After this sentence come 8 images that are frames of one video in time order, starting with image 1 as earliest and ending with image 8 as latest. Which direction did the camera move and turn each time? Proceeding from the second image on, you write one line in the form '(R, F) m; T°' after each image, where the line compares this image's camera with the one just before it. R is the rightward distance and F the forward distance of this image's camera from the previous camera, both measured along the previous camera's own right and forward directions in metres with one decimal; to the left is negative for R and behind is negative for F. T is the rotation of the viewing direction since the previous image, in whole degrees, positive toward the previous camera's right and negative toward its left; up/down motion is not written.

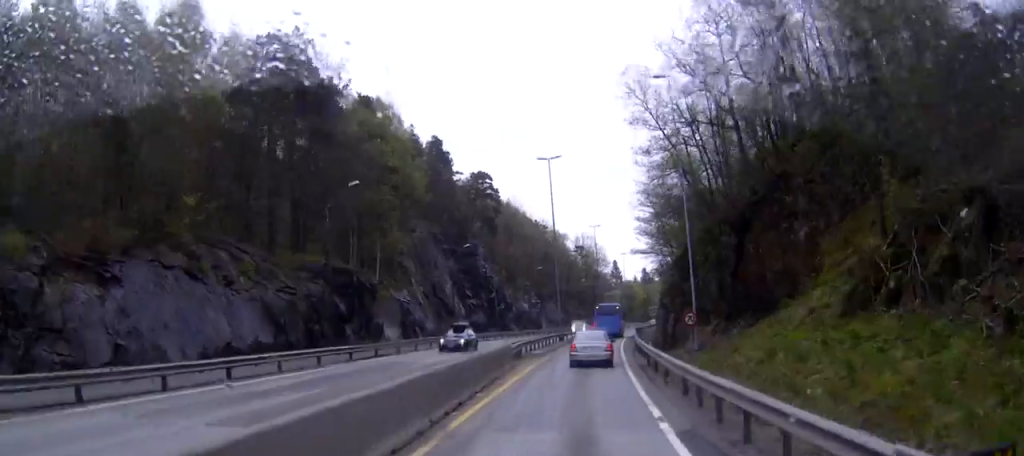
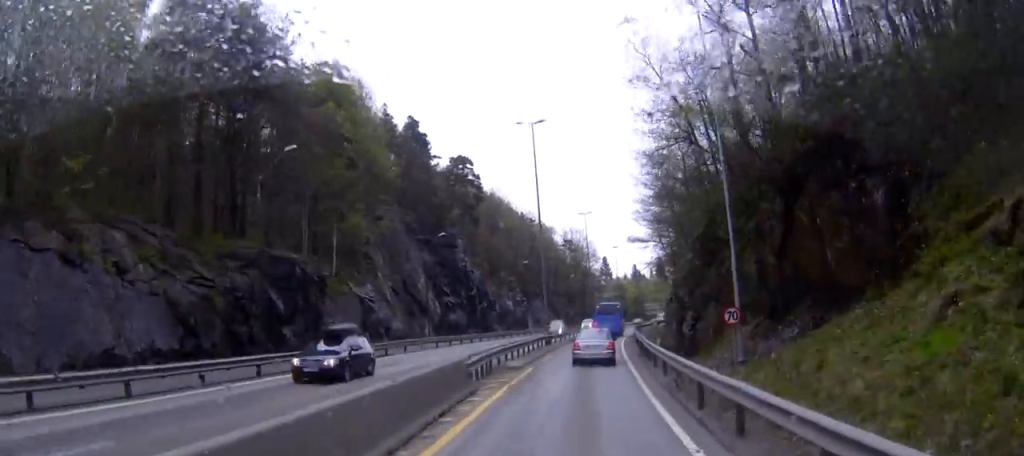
(+0.2, +9.8) m; 0°
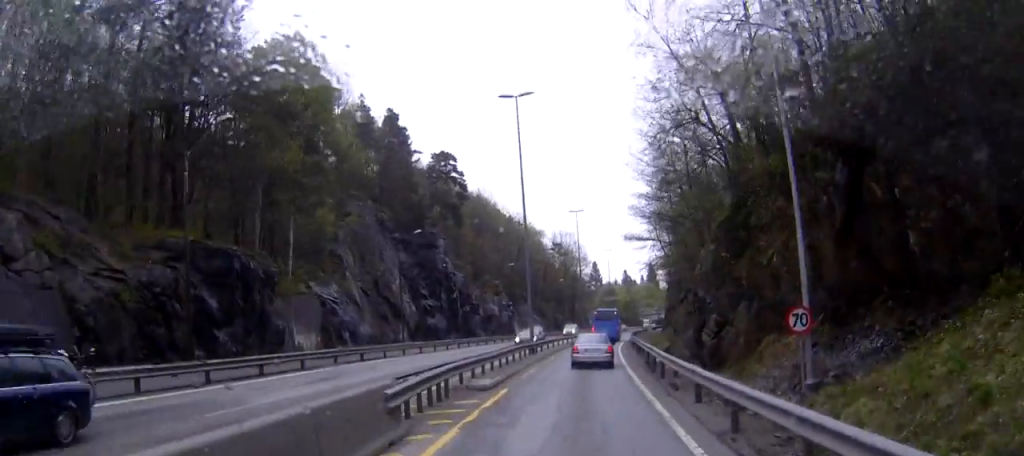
(-0.3, +7.4) m; 0°
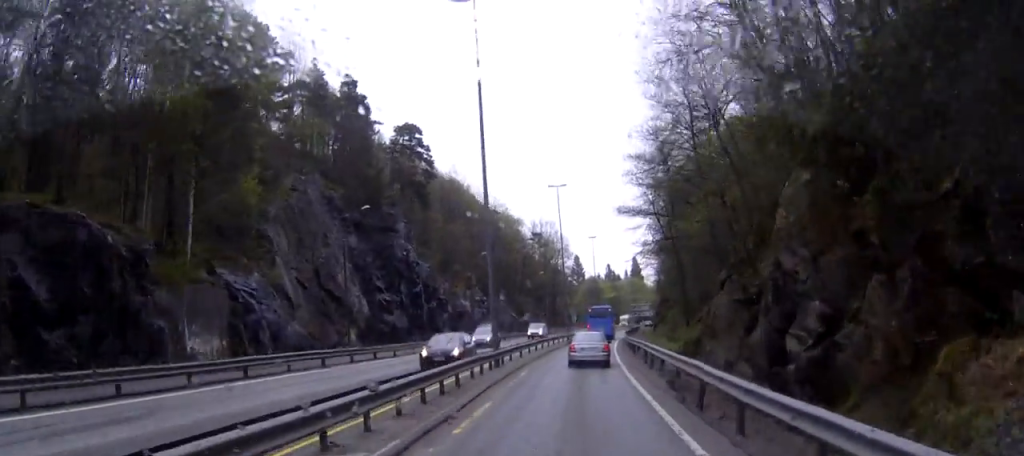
(-0.2, +12.4) m; 0°
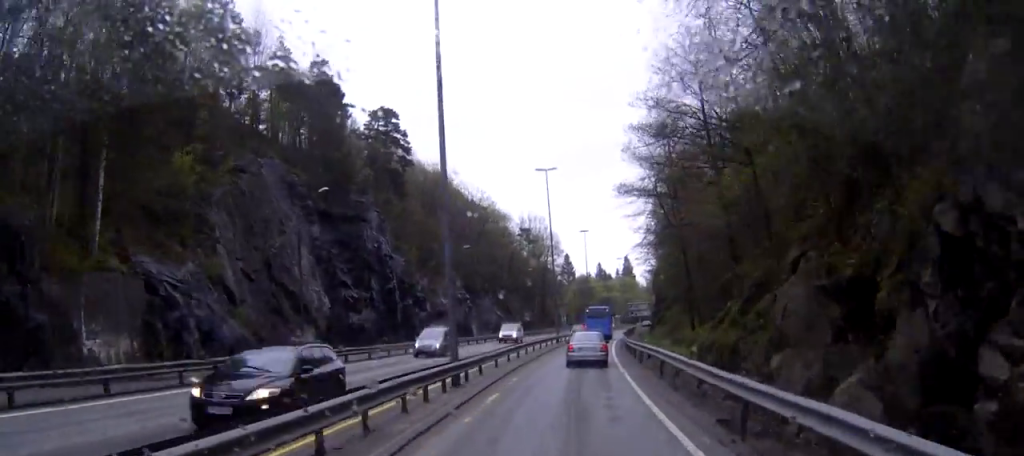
(+0.1, +8.2) m; +2°
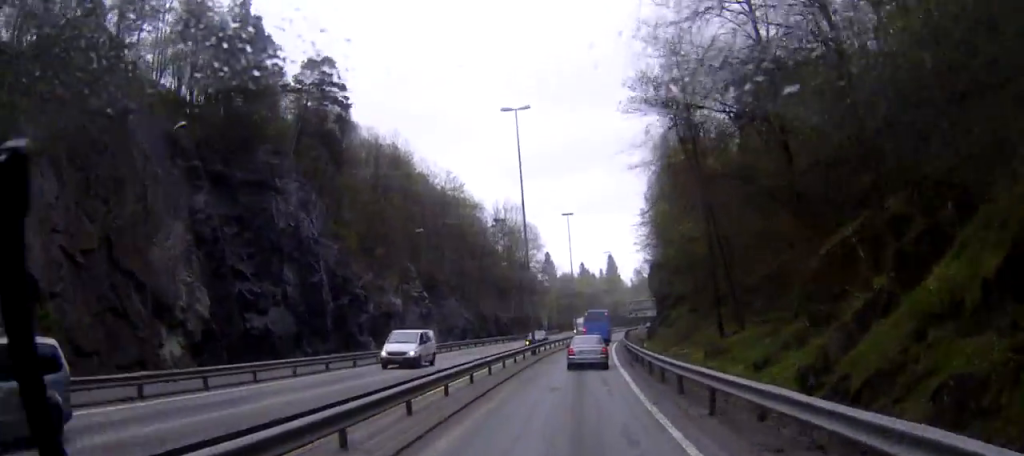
(+0.5, +17.8) m; +2°
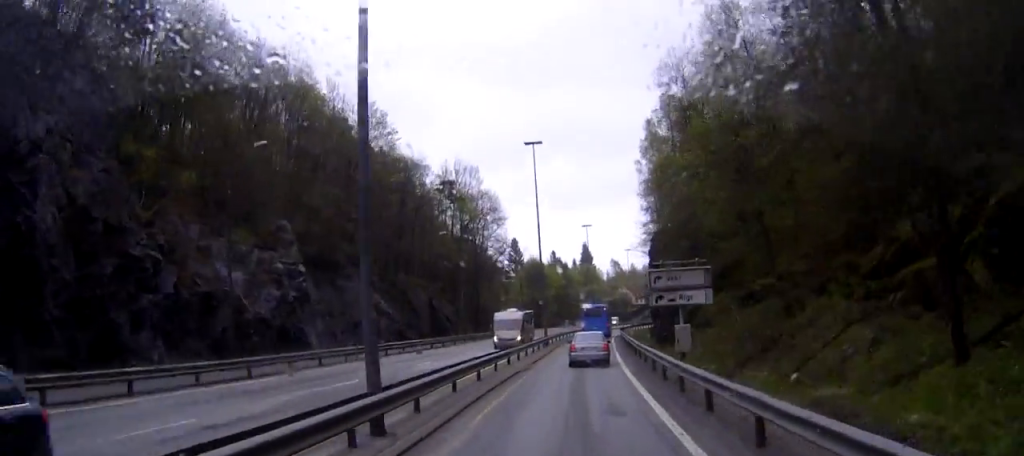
(0.0, +31.7) m; -1°
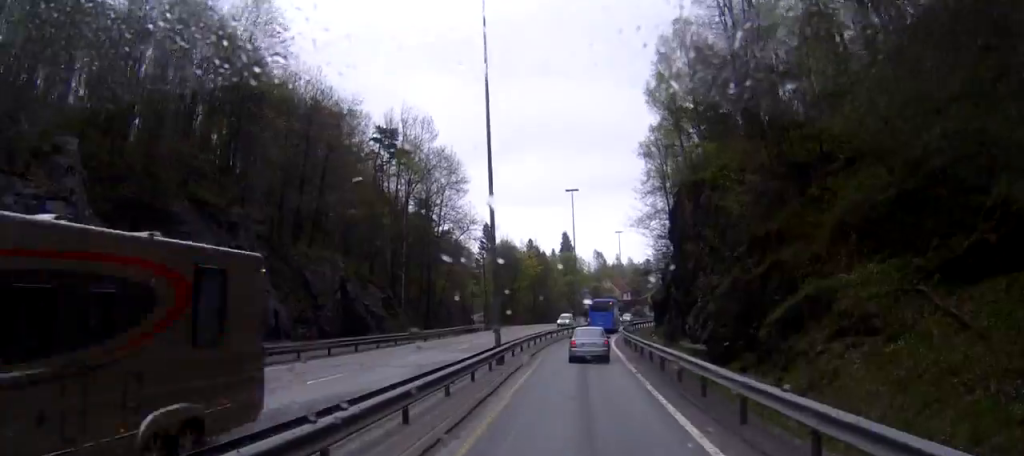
(+0.1, +25.7) m; +1°
